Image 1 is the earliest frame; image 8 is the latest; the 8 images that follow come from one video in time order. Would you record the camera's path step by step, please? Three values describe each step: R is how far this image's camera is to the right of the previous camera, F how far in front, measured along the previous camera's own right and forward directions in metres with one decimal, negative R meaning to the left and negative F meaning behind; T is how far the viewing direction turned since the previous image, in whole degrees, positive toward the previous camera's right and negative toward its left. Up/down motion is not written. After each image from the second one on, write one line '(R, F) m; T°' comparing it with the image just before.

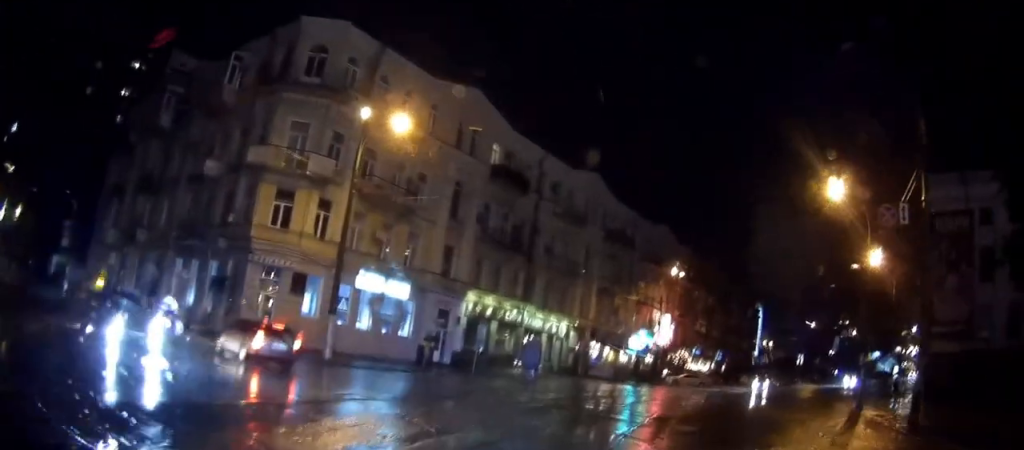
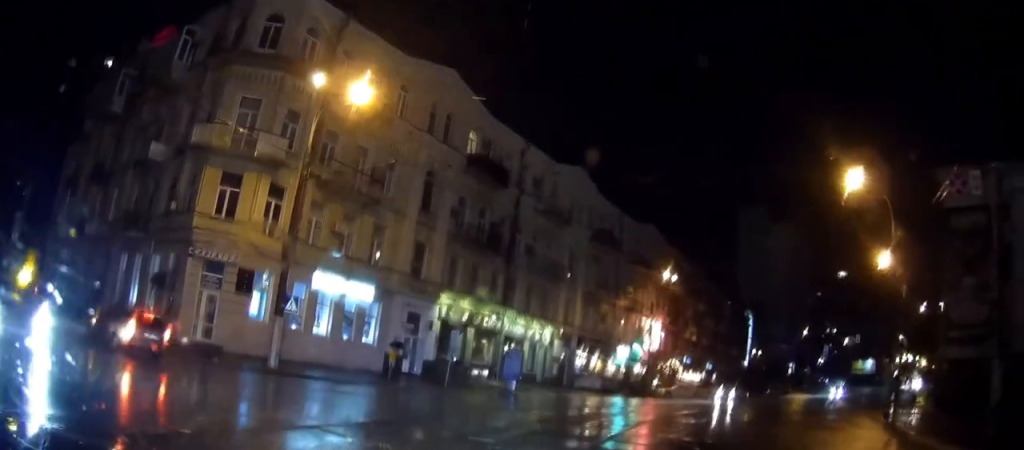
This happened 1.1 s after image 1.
(+0.4, +6.5) m; +3°
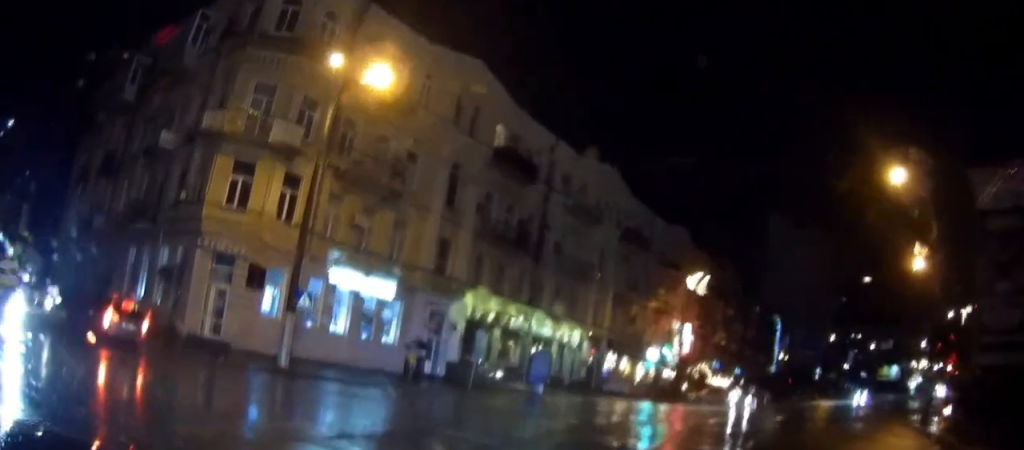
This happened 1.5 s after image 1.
(+0.1, +2.4) m; 0°
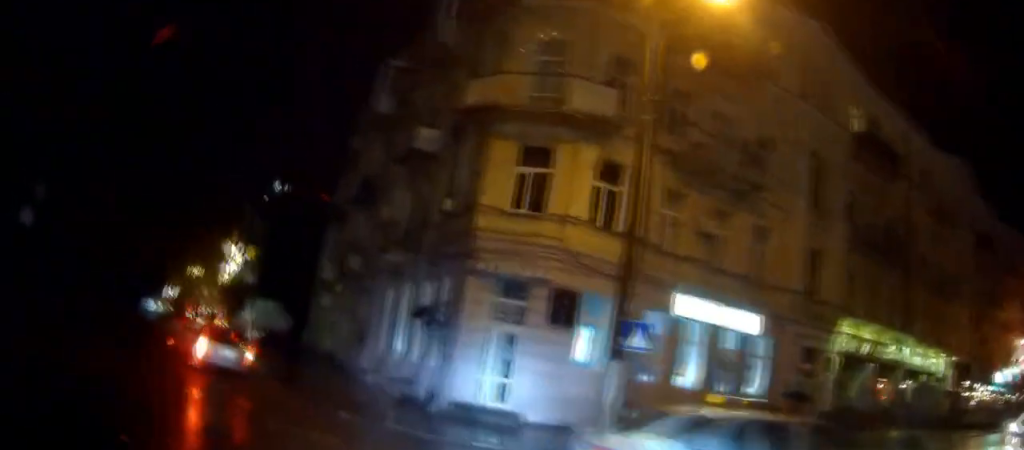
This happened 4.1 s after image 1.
(-1.0, +11.5) m; -15°
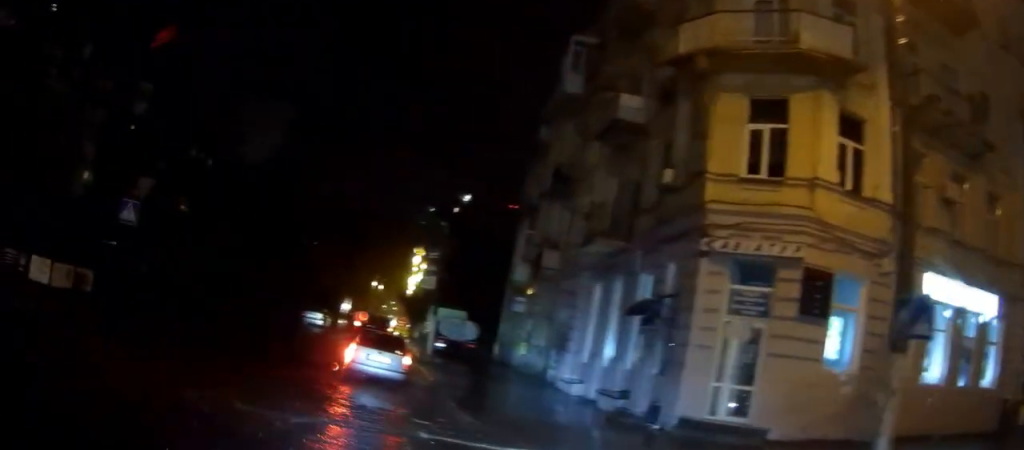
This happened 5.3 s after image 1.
(-0.6, +3.8) m; -22°
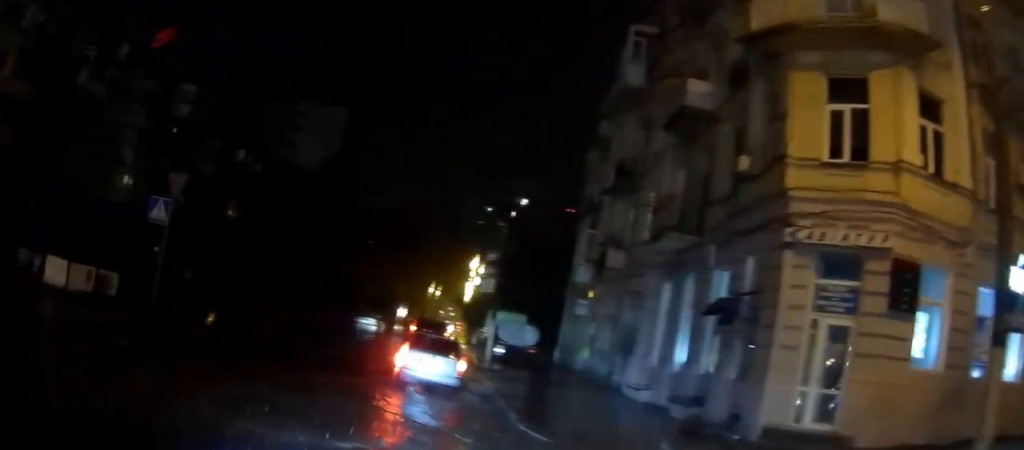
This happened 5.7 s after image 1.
(-0.2, +1.2) m; -7°
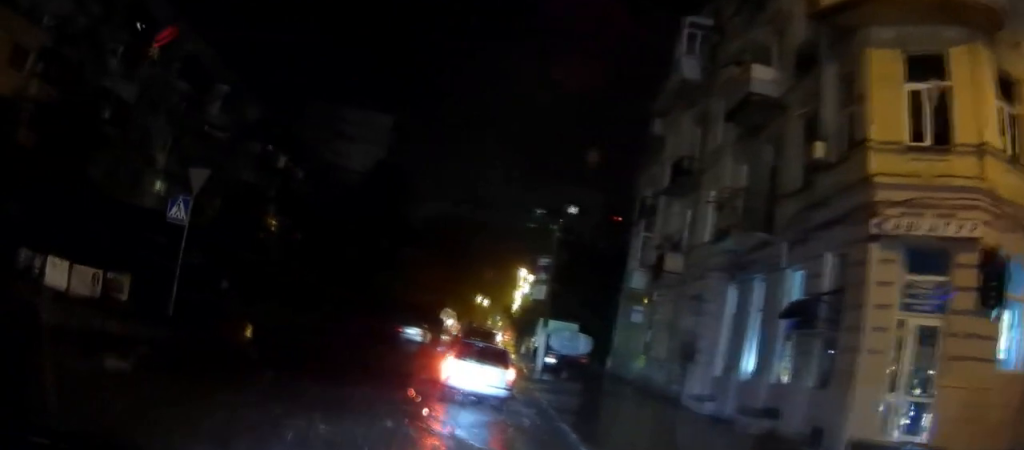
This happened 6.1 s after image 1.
(-0.2, +1.4) m; -8°
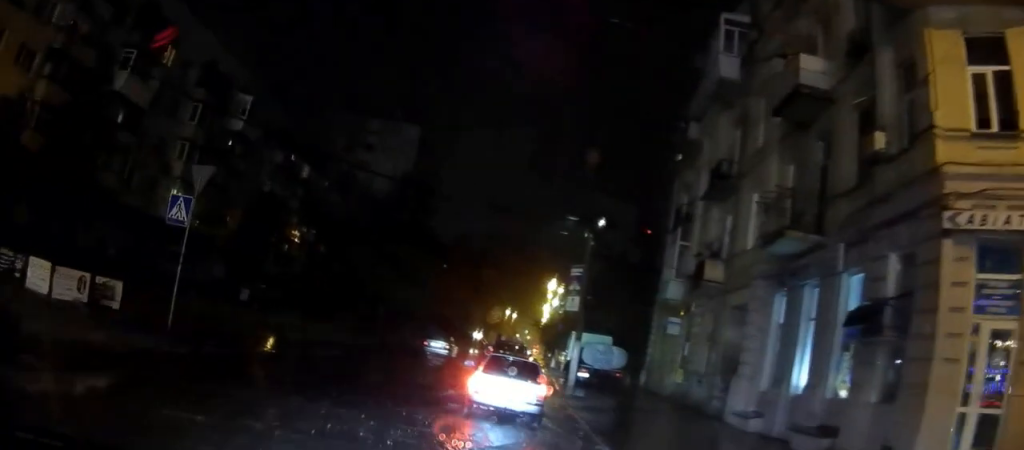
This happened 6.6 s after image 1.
(-0.1, +1.2) m; -5°
